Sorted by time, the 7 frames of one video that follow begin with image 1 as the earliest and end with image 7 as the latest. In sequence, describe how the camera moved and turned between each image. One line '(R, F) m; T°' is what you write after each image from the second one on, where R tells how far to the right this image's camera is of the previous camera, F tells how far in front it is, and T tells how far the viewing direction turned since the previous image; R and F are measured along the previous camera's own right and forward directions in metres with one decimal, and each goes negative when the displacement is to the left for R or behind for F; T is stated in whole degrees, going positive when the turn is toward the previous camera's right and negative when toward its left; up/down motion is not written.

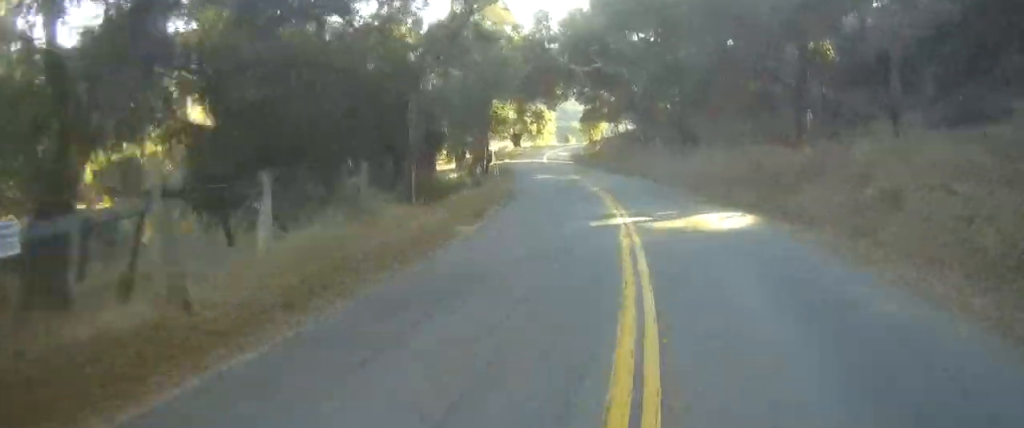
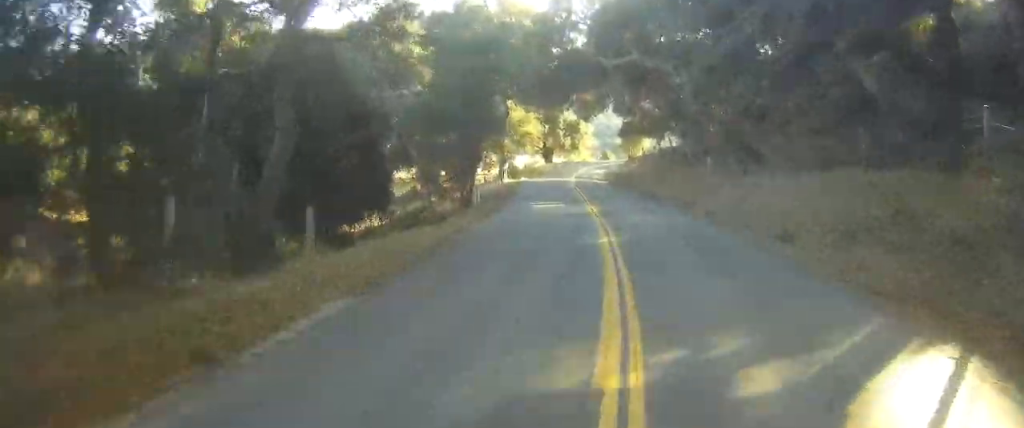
(0.0, +12.5) m; 0°
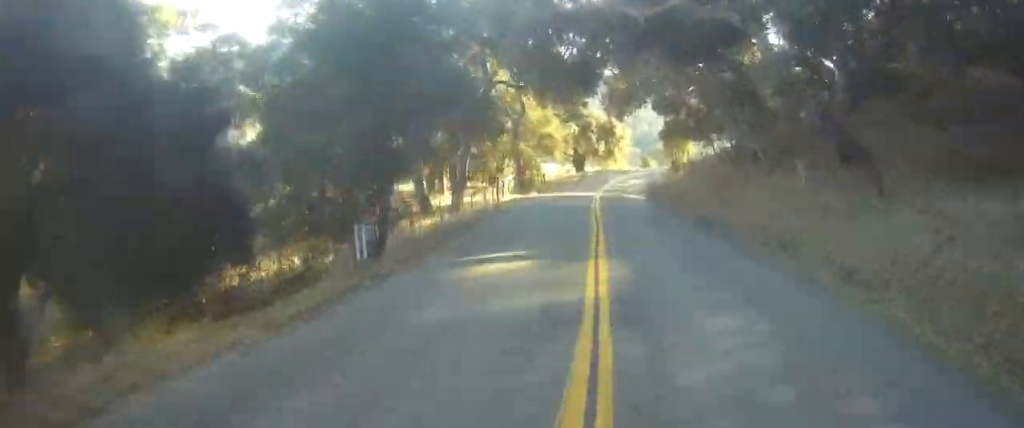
(0.0, +14.3) m; -5°
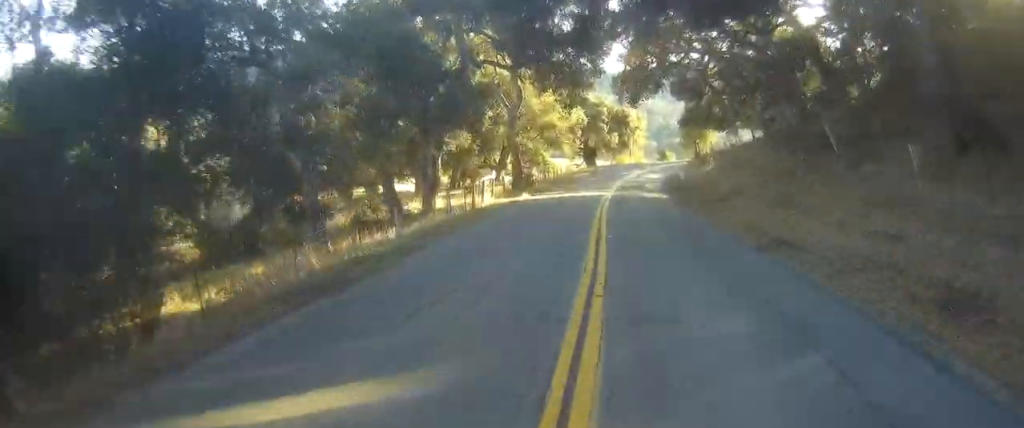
(-0.5, +8.9) m; -6°
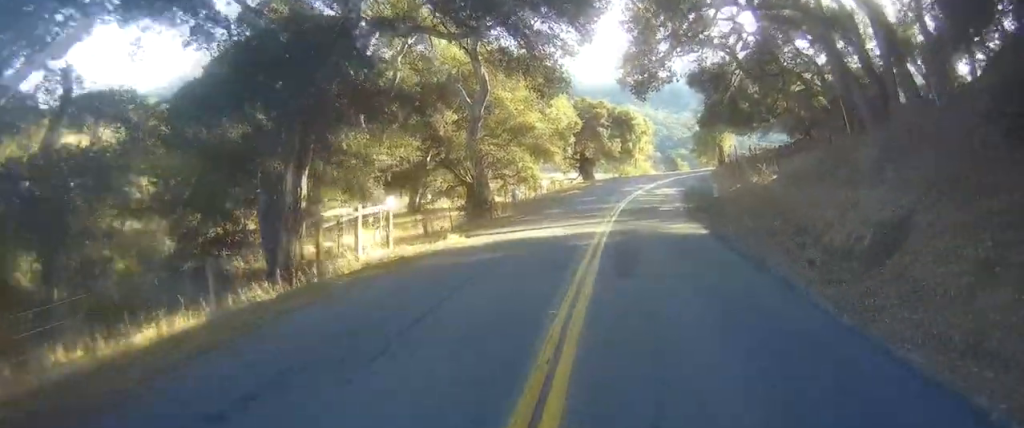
(-1.3, +13.6) m; -7°
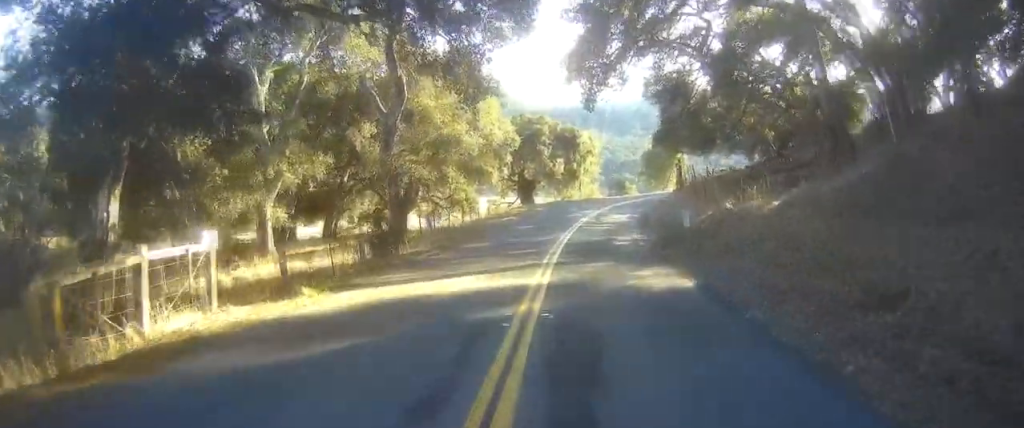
(-0.1, +5.7) m; -1°
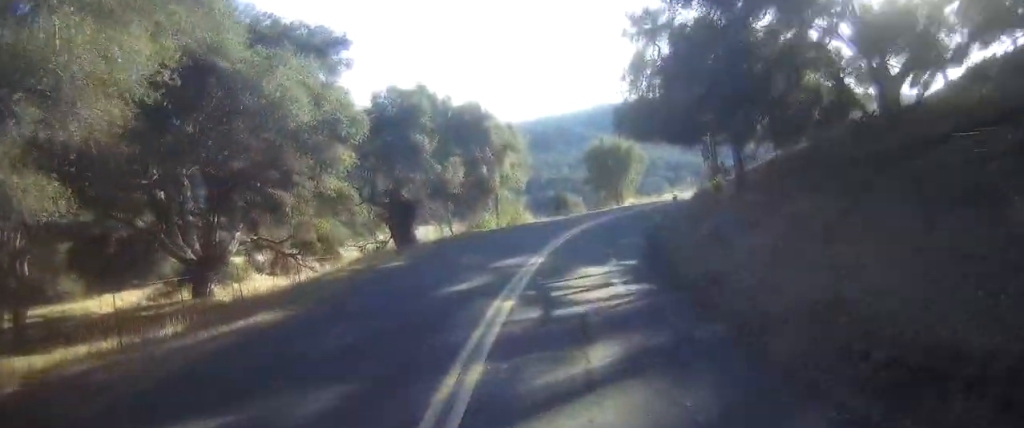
(-0.6, +21.7) m; -3°
